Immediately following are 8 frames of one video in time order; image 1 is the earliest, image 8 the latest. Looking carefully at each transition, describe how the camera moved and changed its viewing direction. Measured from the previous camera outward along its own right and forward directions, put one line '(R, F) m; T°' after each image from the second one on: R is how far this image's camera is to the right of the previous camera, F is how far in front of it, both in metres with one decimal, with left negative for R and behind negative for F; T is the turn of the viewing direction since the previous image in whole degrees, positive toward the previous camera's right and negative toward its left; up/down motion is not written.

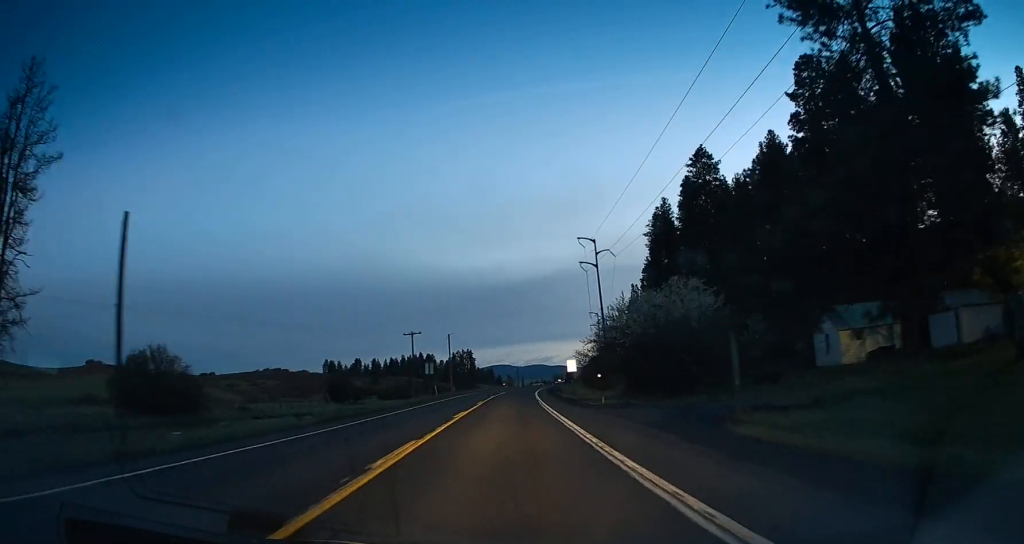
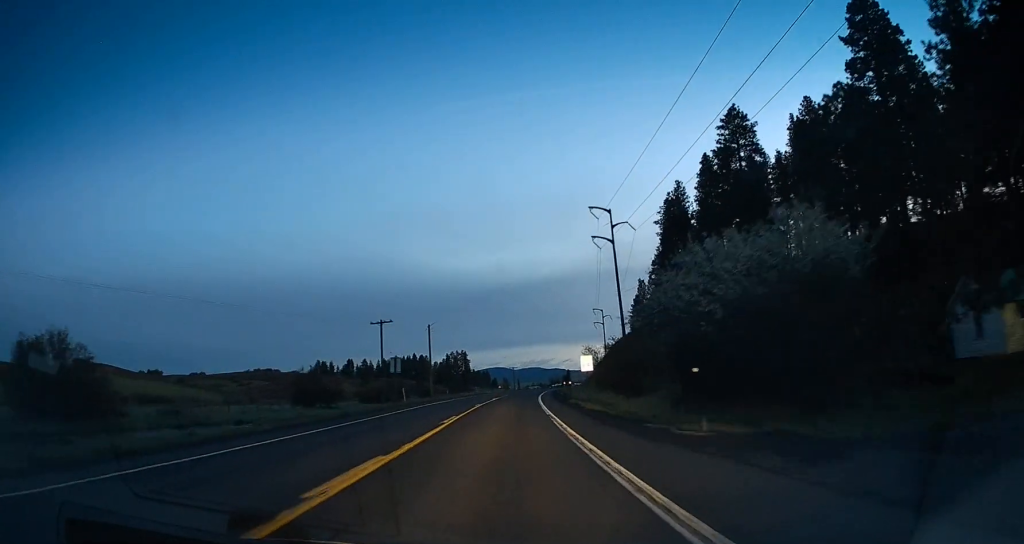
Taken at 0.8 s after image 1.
(0.0, +17.7) m; 0°
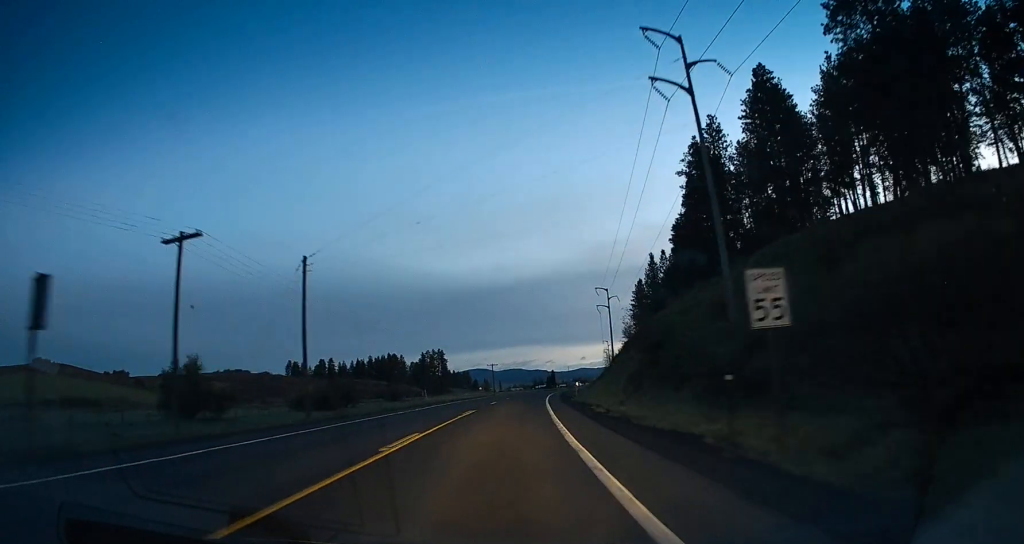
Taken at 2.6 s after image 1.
(+0.4, +39.8) m; +2°
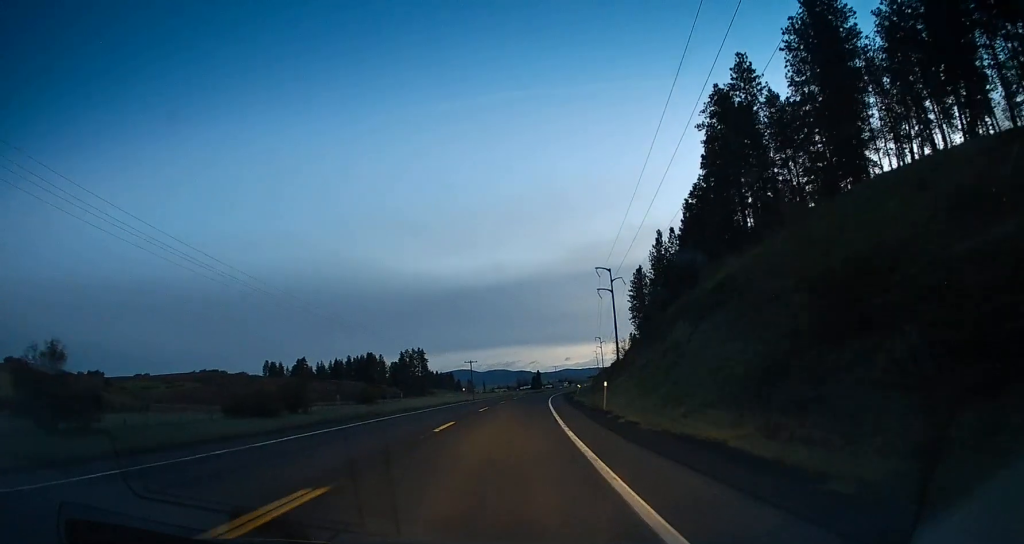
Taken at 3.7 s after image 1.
(+0.2, +24.3) m; +1°
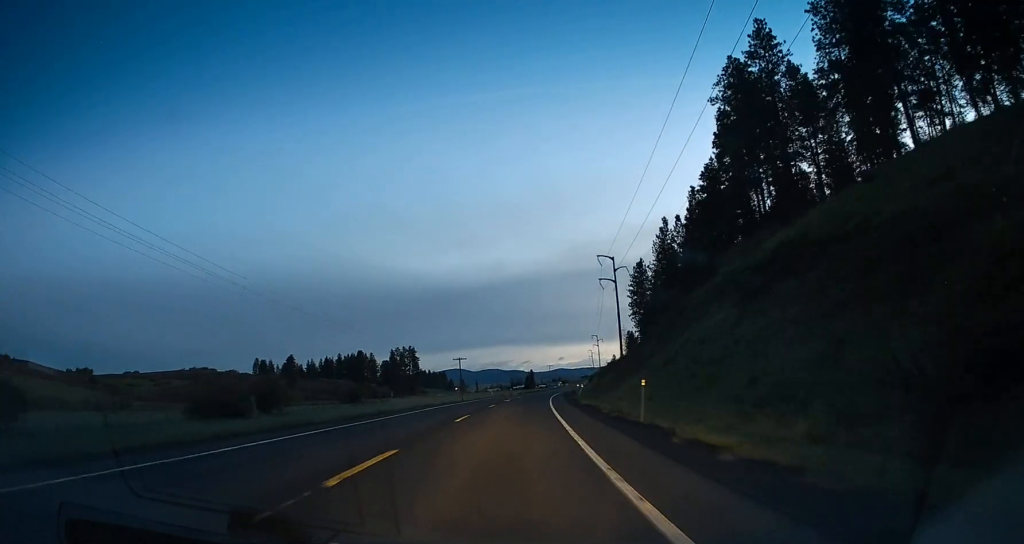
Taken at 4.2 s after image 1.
(-0.4, +10.3) m; +1°
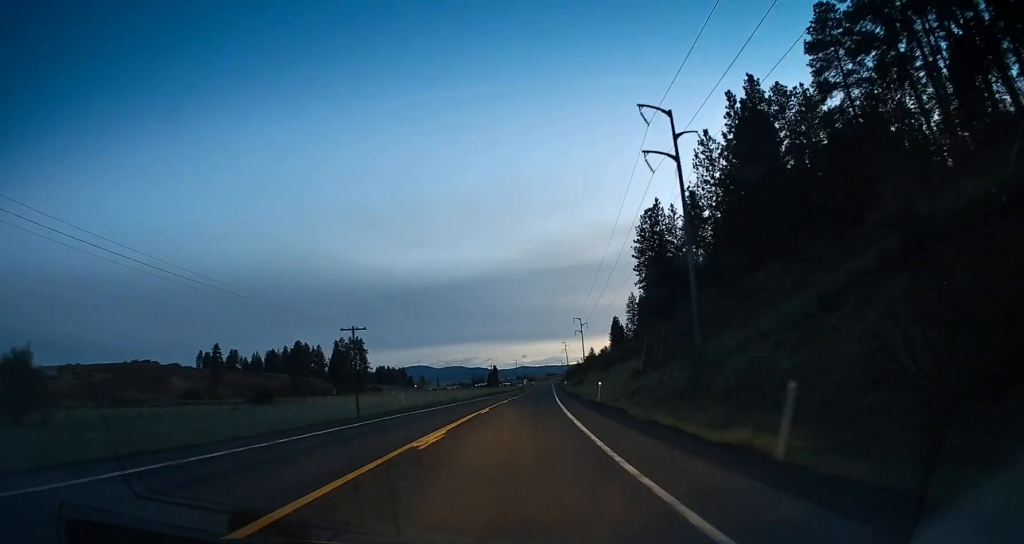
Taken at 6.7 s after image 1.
(+1.6, +55.1) m; +2°
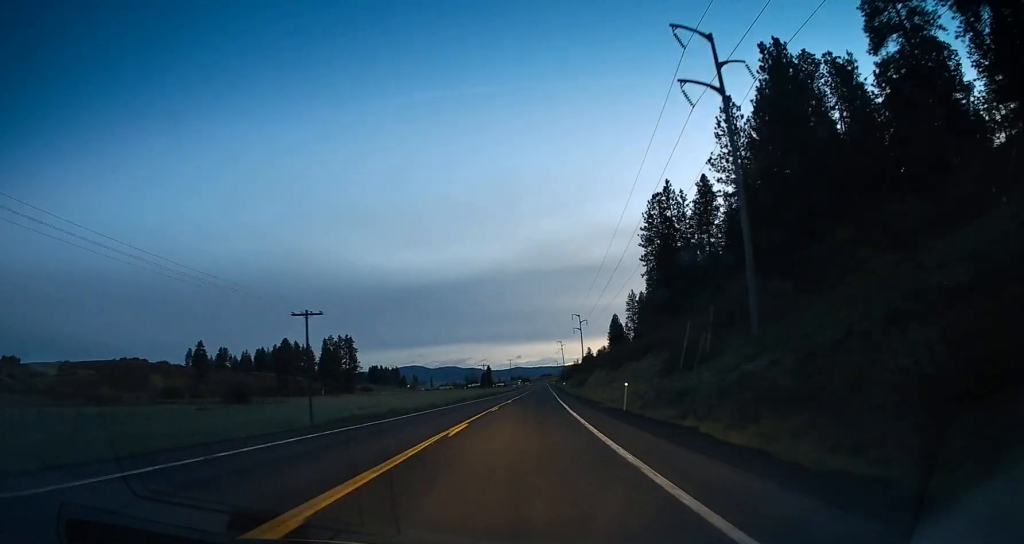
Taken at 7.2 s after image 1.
(+0.2, +11.8) m; +1°
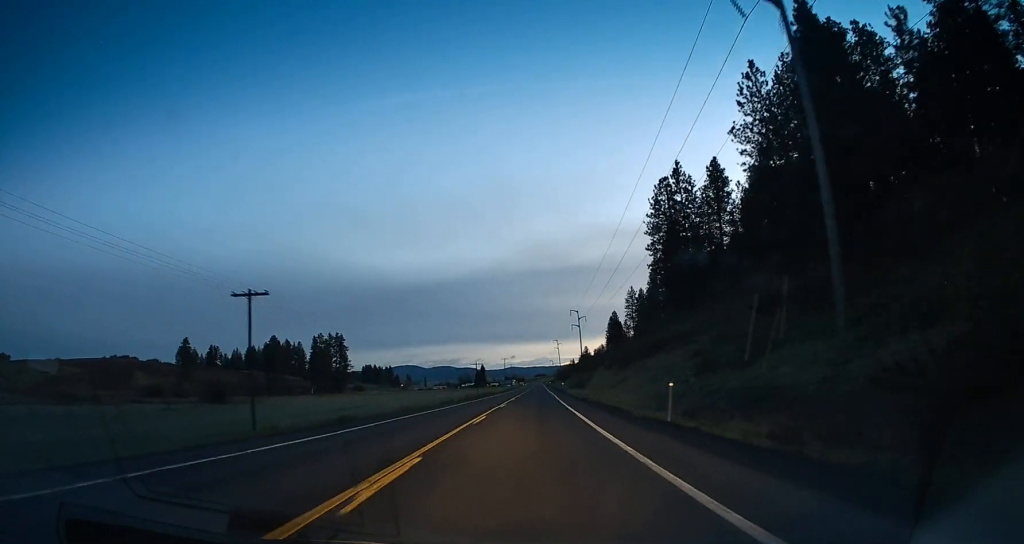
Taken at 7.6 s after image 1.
(0.0, +9.6) m; +1°
